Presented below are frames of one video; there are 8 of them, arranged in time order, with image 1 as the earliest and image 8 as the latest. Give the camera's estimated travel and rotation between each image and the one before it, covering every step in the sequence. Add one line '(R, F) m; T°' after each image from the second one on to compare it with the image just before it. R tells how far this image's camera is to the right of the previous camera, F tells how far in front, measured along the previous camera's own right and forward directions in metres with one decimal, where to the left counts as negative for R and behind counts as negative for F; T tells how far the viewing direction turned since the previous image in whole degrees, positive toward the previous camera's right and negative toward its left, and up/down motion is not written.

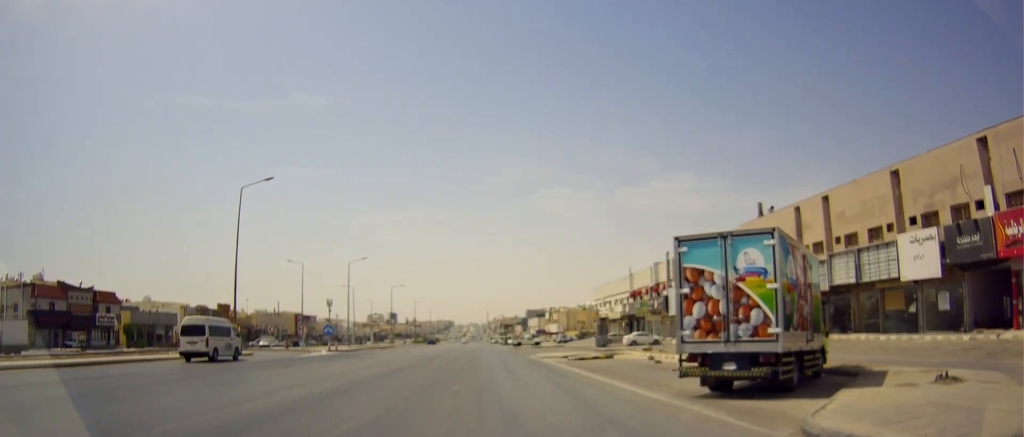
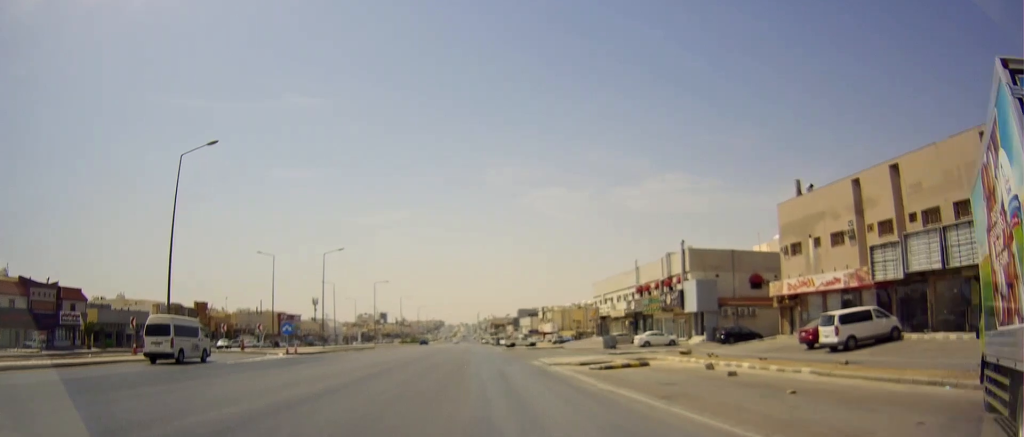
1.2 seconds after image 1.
(+0.4, +9.1) m; -1°
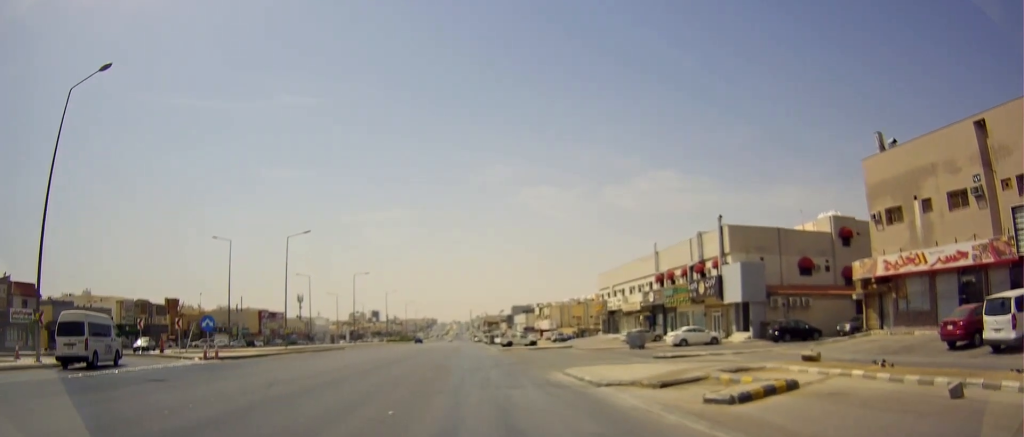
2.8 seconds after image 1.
(-0.9, +12.4) m; -3°
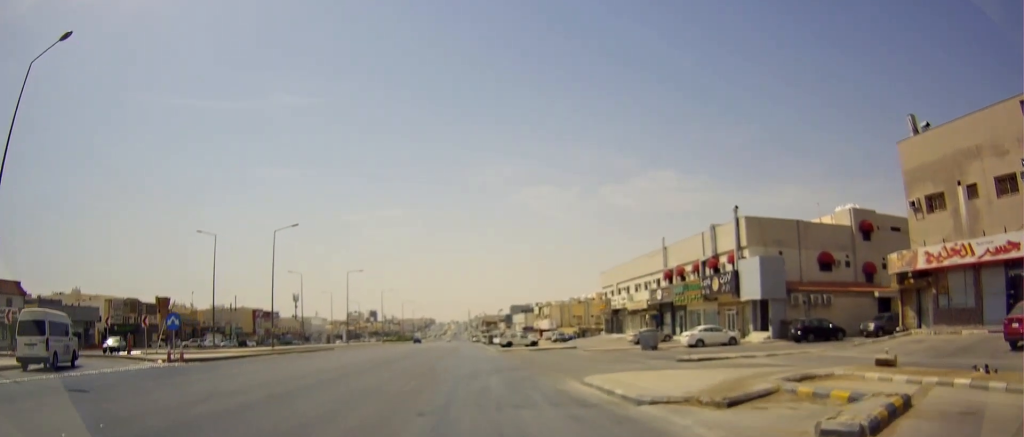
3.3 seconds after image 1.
(+0.2, +3.9) m; +3°
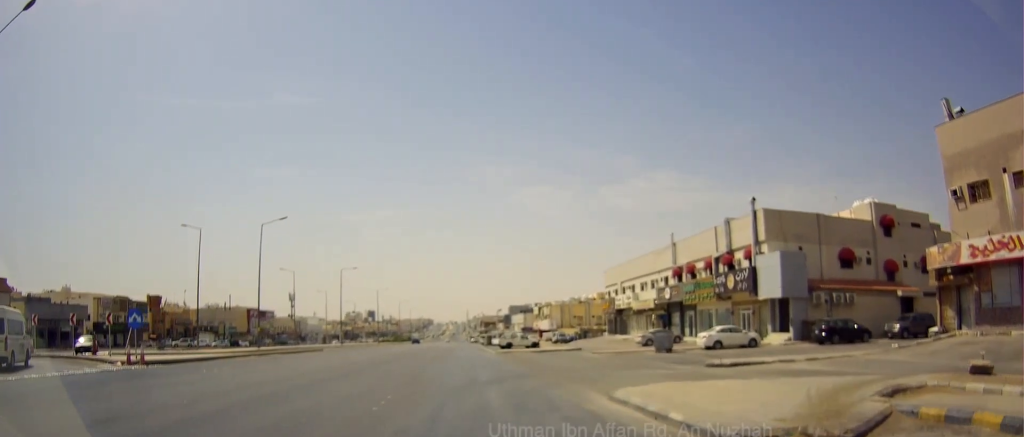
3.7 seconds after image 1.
(+0.1, +3.6) m; +1°
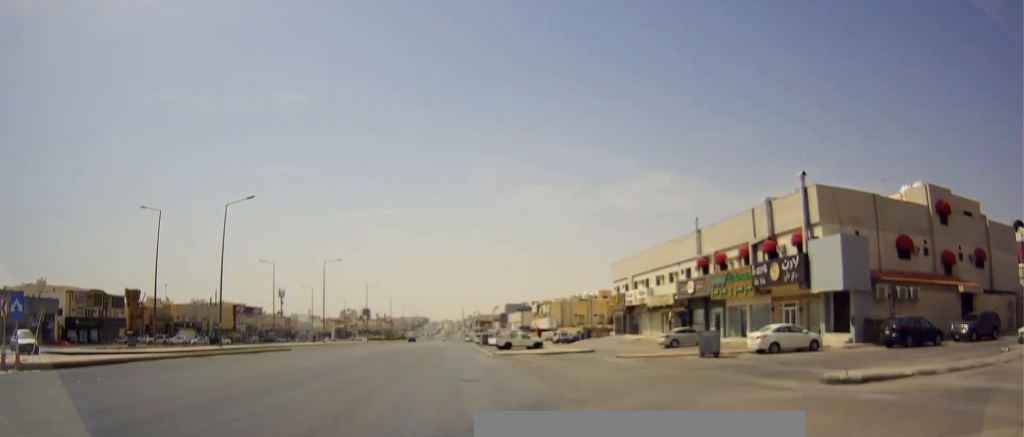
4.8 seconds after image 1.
(0.0, +8.3) m; -2°
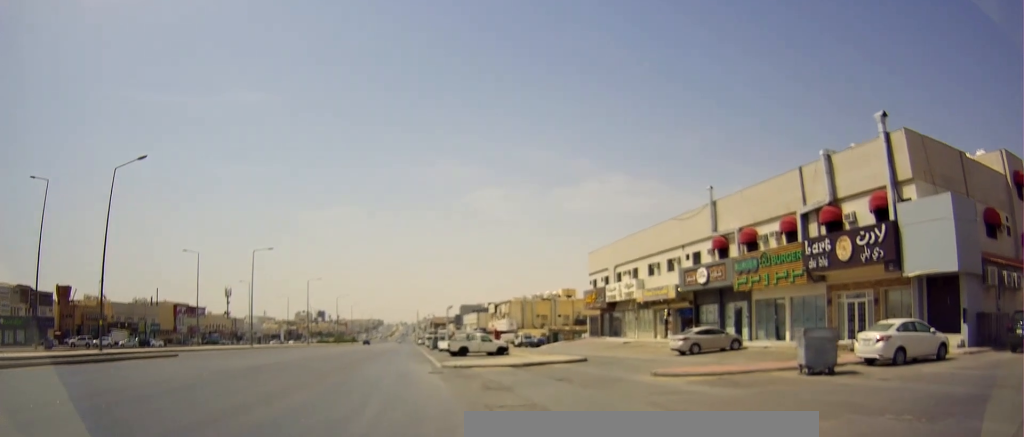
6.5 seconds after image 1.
(+0.2, +13.0) m; +5°
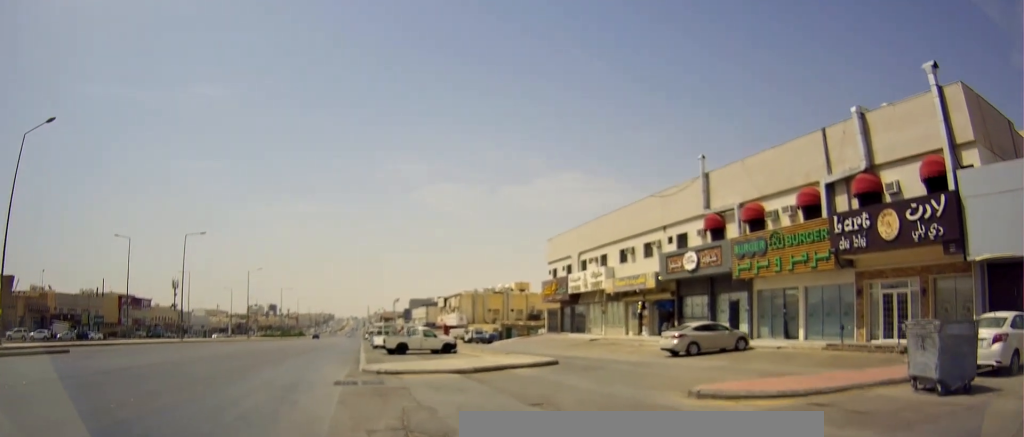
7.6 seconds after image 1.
(+0.1, +7.5) m; +5°
